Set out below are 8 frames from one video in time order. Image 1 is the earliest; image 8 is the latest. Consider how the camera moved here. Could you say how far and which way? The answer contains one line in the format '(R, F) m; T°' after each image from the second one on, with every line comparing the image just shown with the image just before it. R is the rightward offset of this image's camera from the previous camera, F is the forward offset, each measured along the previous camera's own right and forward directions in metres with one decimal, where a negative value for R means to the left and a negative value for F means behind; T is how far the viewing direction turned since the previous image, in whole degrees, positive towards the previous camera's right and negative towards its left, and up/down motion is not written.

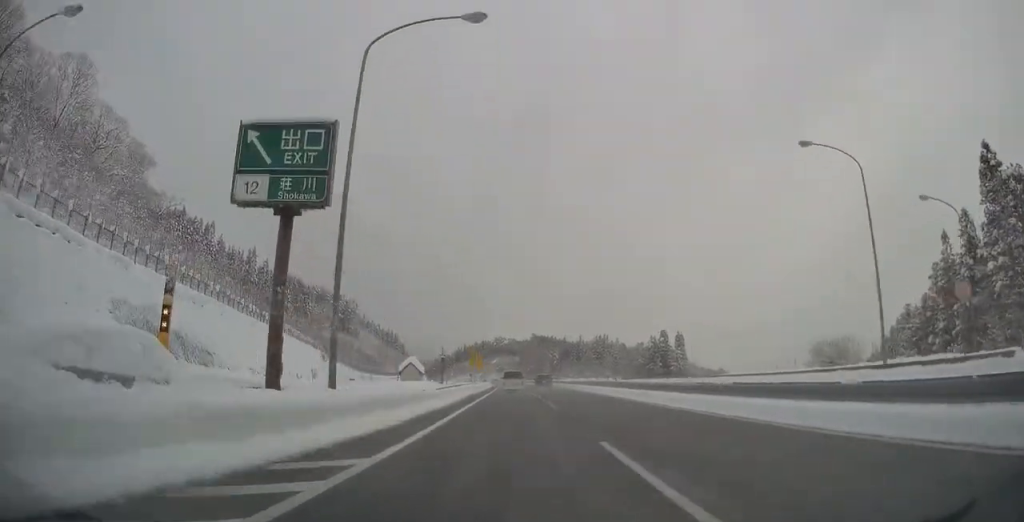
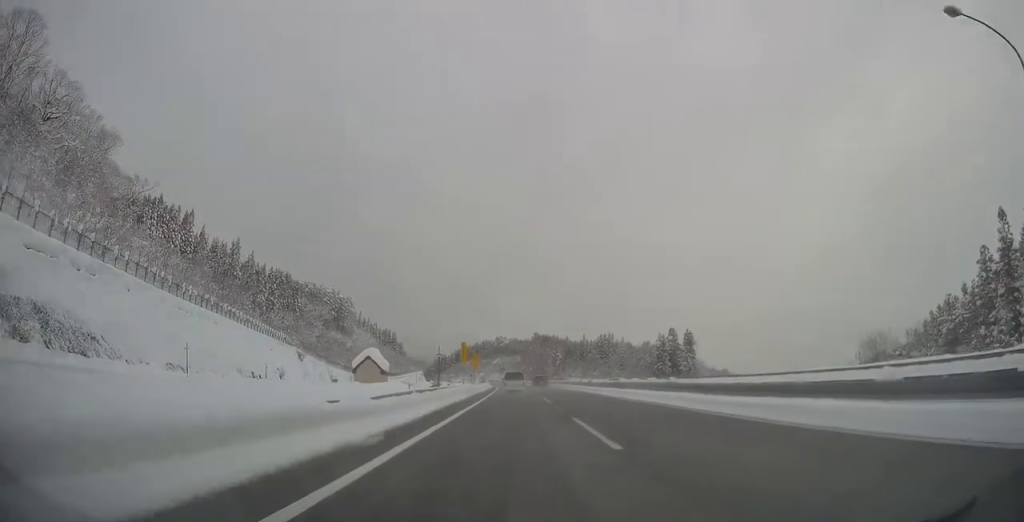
(-0.1, +13.5) m; 0°
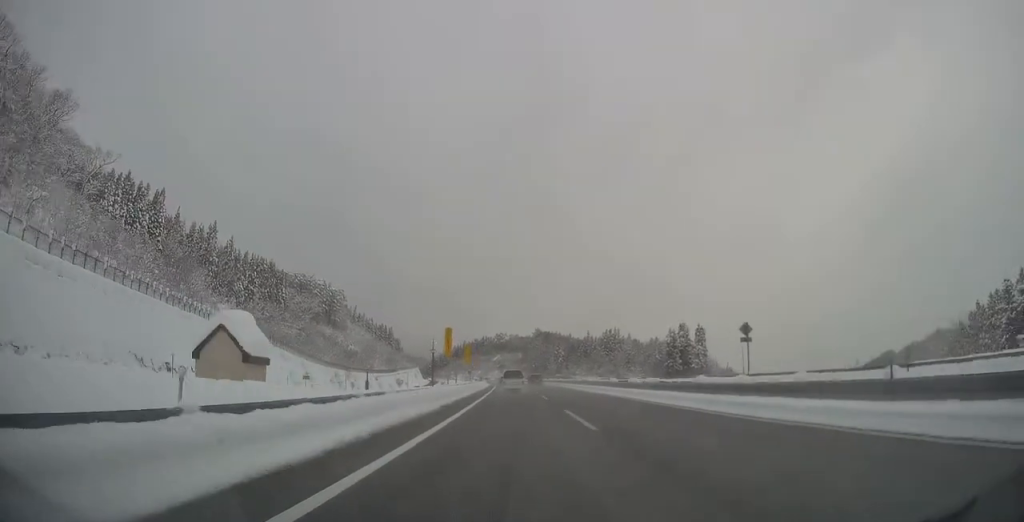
(0.0, +16.5) m; +1°
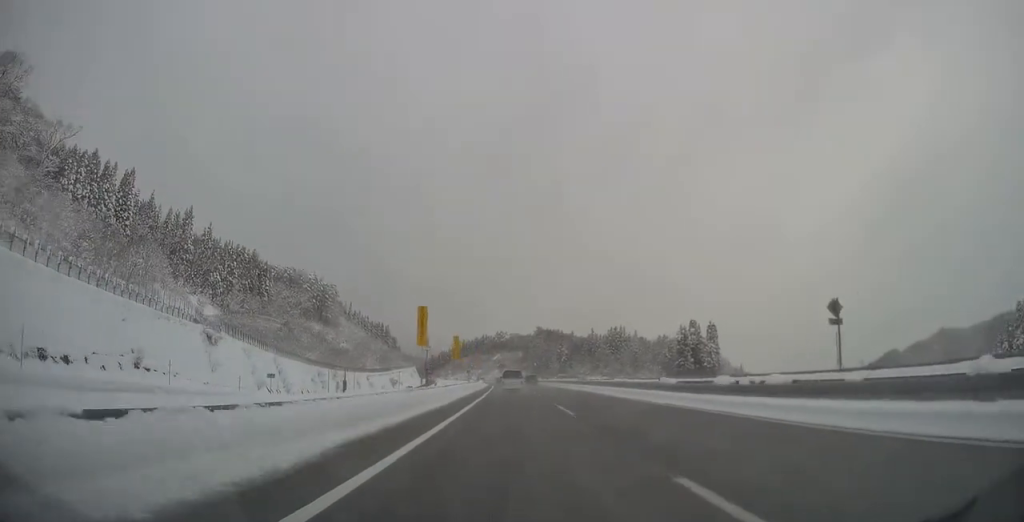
(+0.1, +14.8) m; 0°
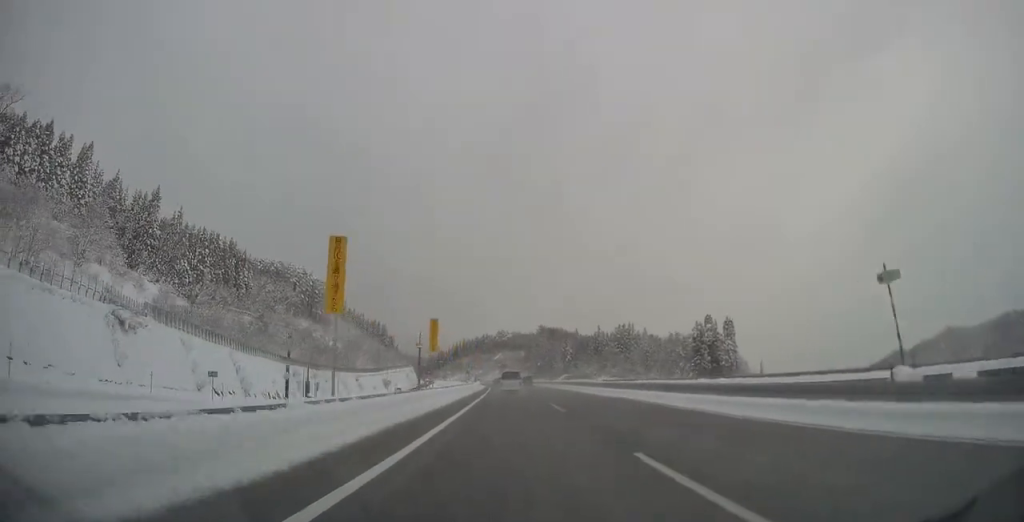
(+0.4, +17.8) m; 0°
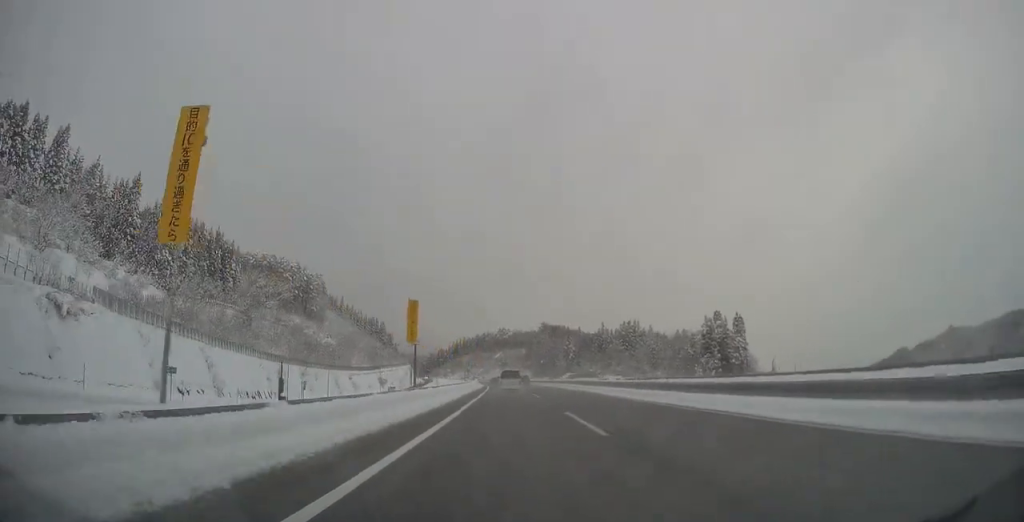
(-0.2, +9.2) m; 0°
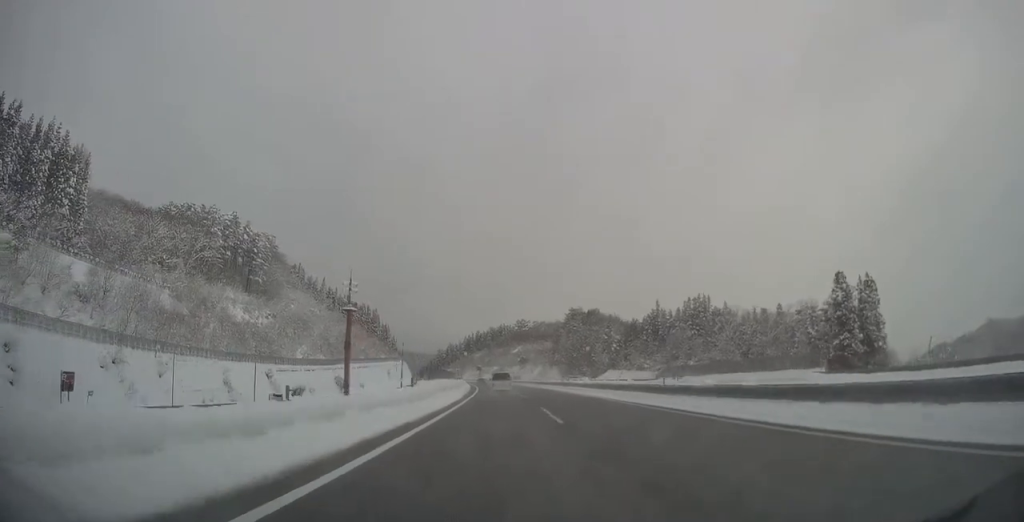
(-0.9, +76.0) m; -1°
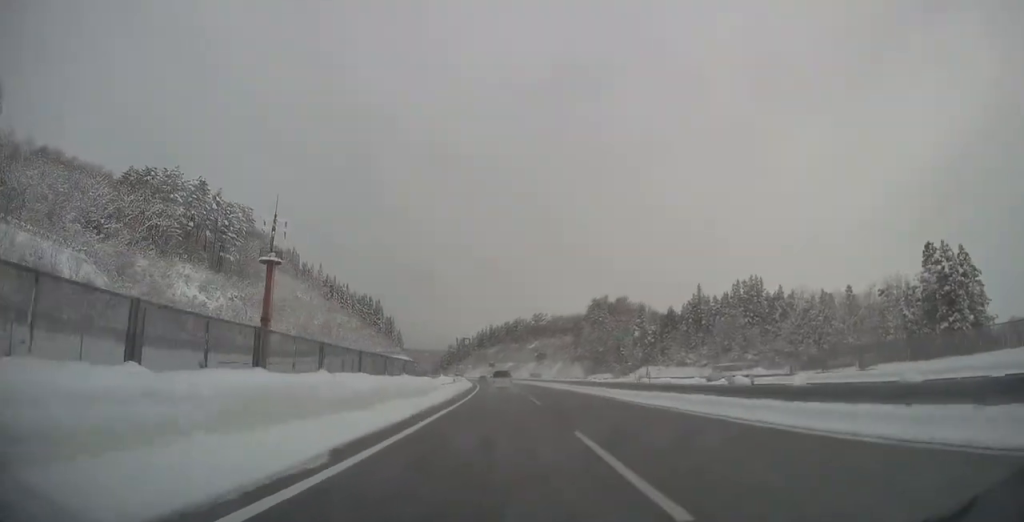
(-0.5, +31.0) m; -3°
